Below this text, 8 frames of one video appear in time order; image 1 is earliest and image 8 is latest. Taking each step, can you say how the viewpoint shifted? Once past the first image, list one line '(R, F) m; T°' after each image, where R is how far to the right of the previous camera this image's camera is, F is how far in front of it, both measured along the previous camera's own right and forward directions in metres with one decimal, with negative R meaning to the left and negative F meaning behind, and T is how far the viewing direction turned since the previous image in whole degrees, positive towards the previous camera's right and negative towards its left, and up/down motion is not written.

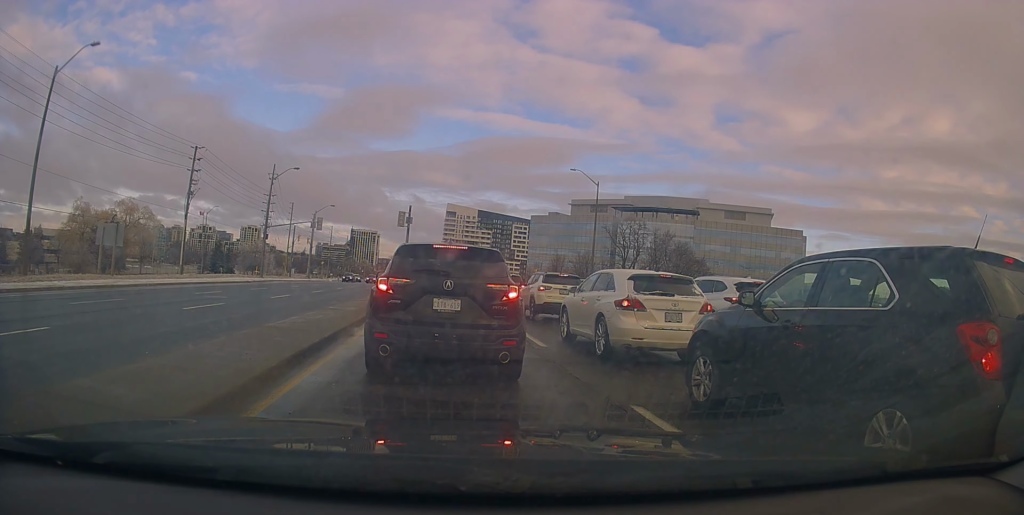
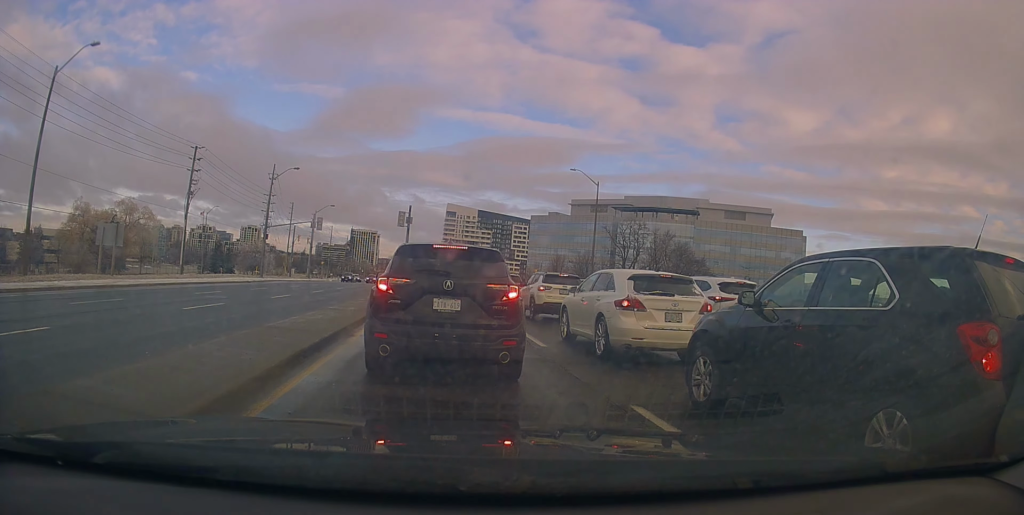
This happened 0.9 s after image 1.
(0.0, 0.0) m; 0°
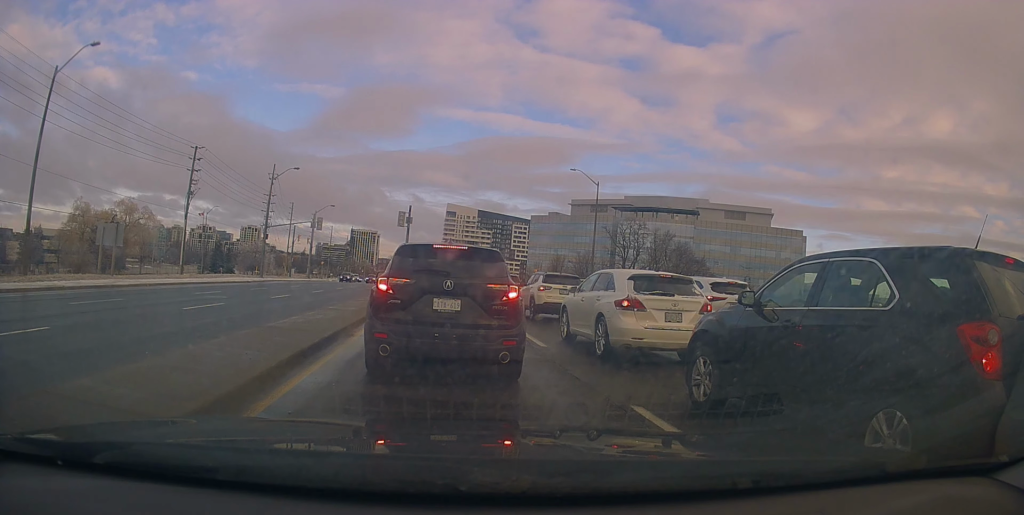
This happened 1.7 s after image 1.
(0.0, 0.0) m; 0°
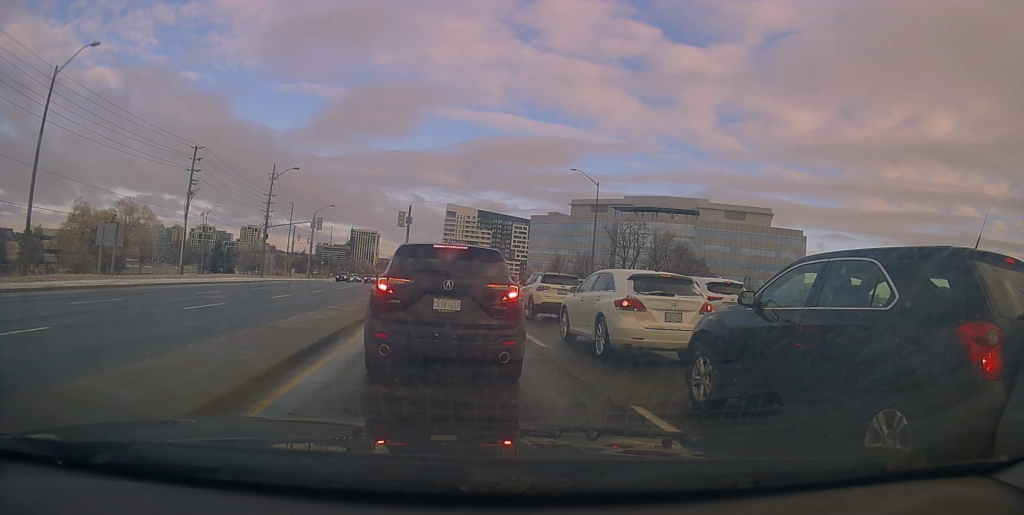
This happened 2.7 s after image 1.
(0.0, 0.0) m; 0°
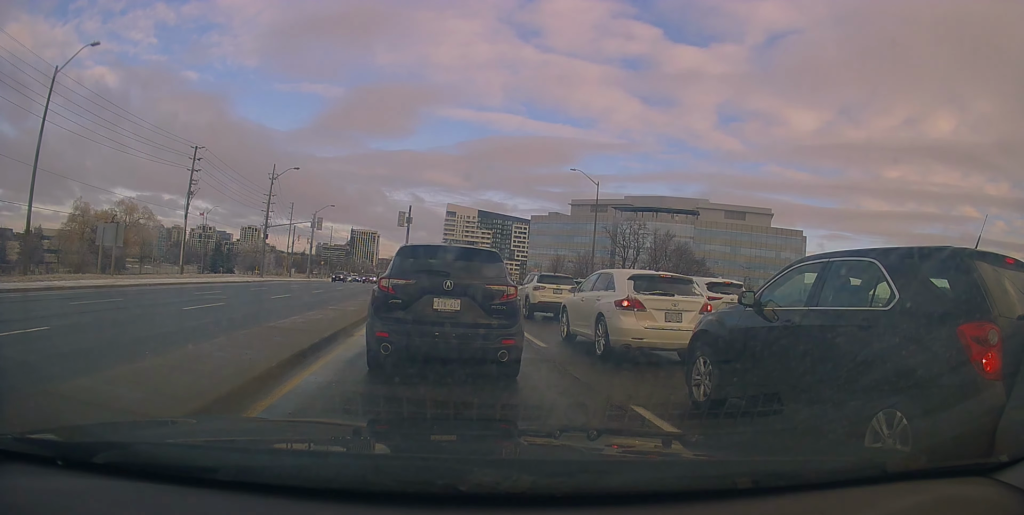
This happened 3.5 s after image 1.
(0.0, 0.0) m; 0°
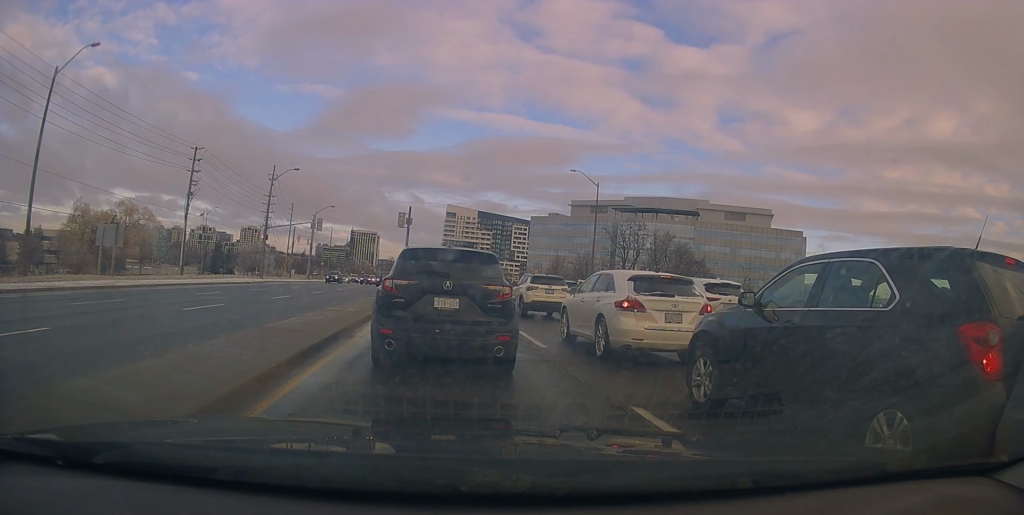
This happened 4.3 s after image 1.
(0.0, 0.0) m; 0°
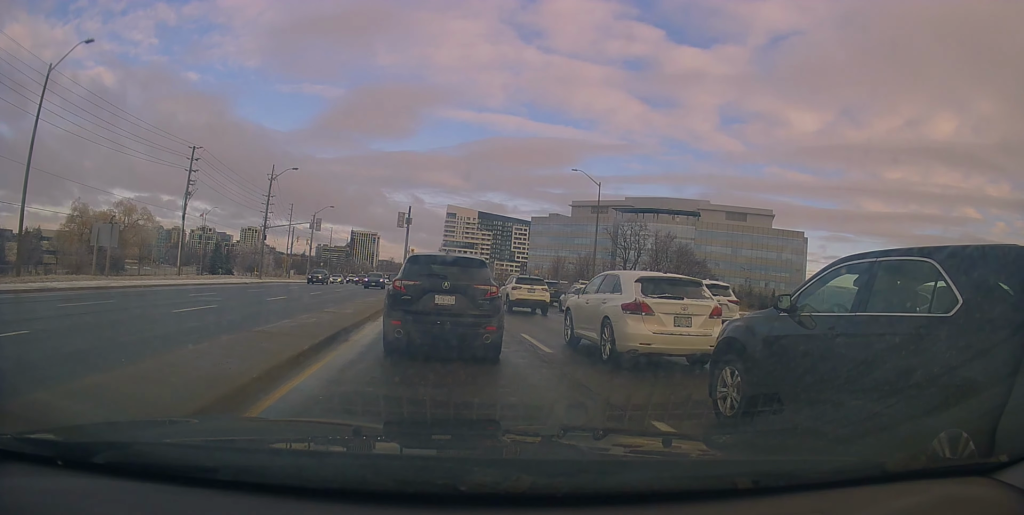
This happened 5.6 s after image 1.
(0.0, +0.1) m; 0°
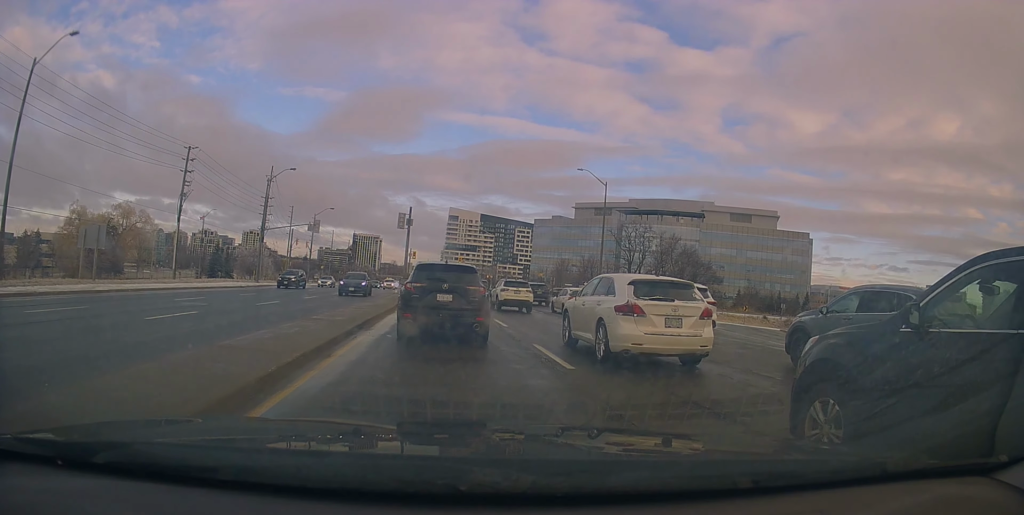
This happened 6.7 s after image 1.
(+0.1, +0.5) m; +3°
